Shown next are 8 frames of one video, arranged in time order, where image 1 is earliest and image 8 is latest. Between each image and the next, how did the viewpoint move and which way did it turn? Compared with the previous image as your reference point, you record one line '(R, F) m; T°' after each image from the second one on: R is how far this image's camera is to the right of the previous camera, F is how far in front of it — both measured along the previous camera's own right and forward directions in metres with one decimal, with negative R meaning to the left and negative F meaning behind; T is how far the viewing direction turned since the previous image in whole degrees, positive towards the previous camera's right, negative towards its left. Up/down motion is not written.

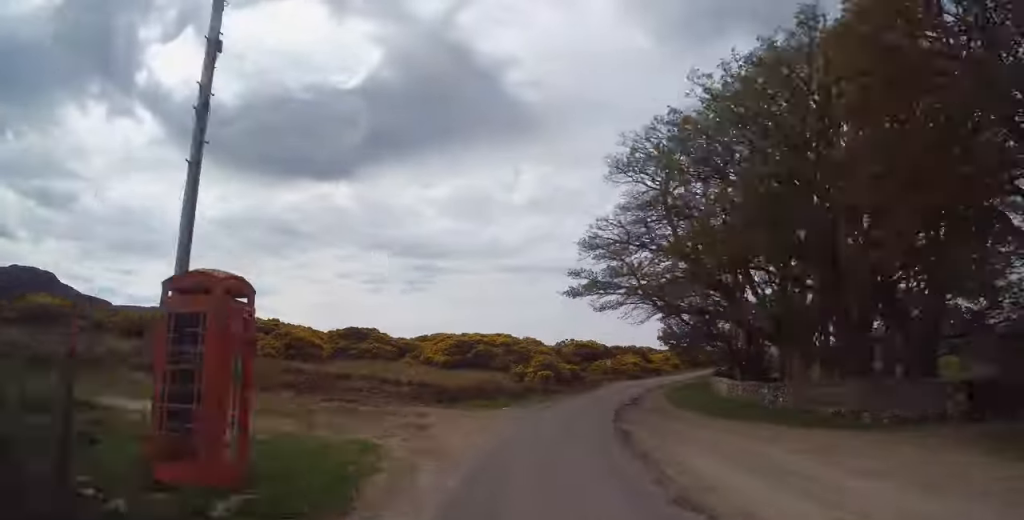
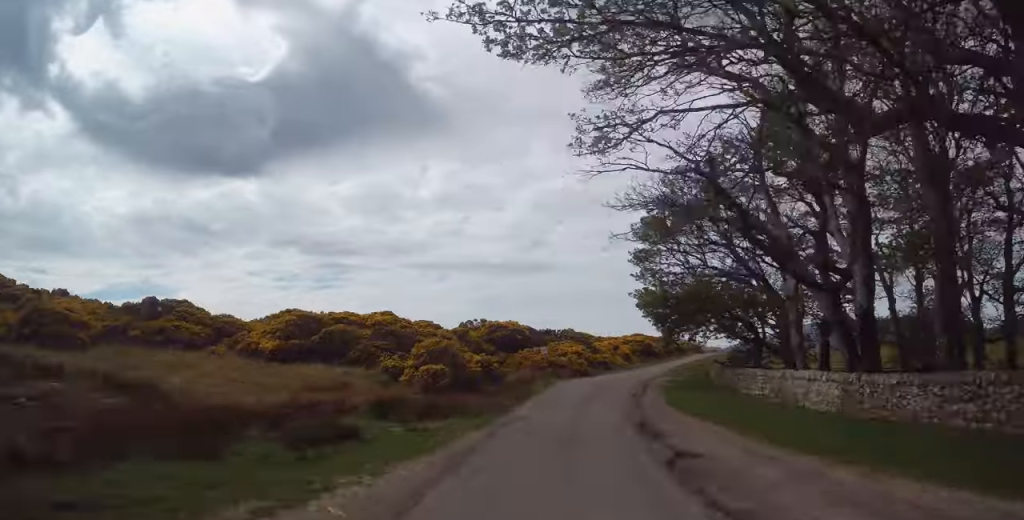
(+0.2, +24.6) m; +7°
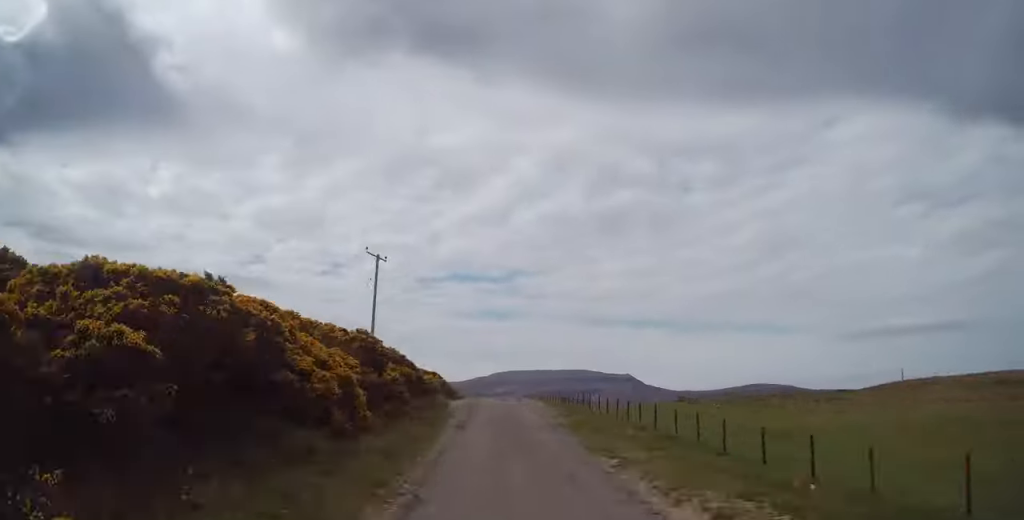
(+9.5, +59.9) m; +12°
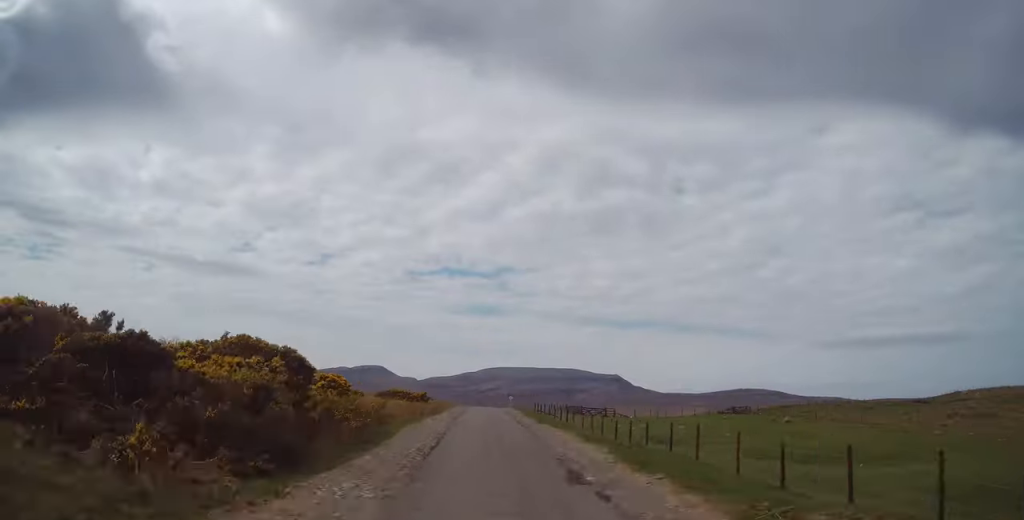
(+0.7, +33.5) m; +1°
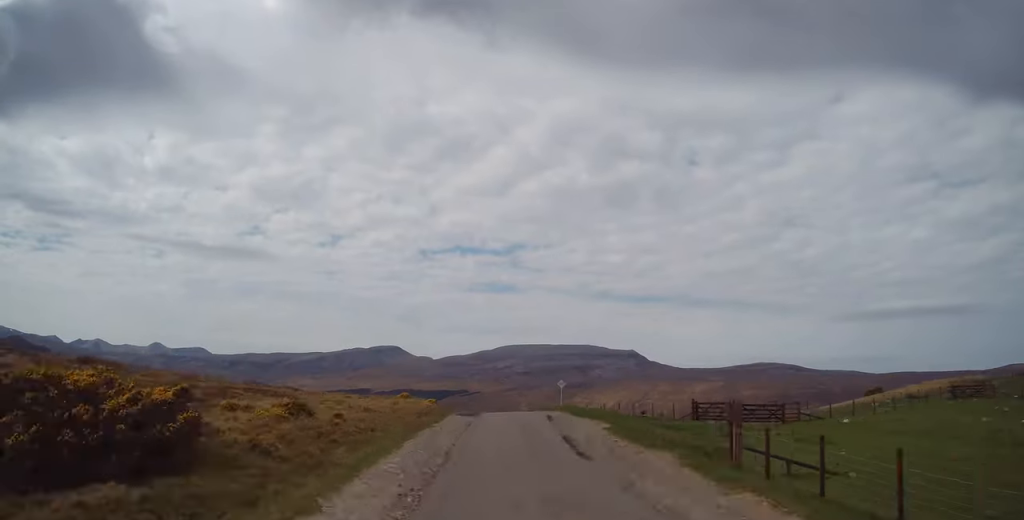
(-0.1, +43.7) m; -3°
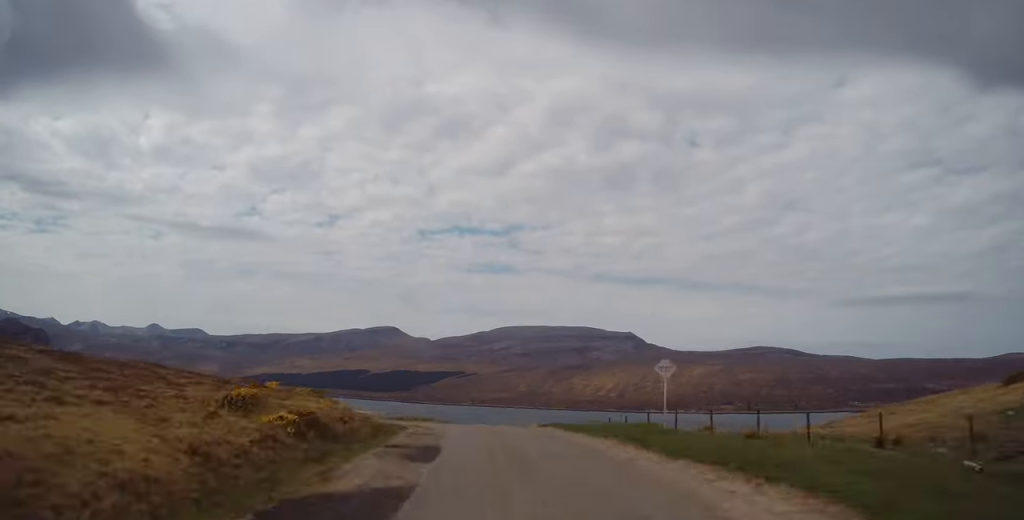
(-0.7, +26.9) m; -5°
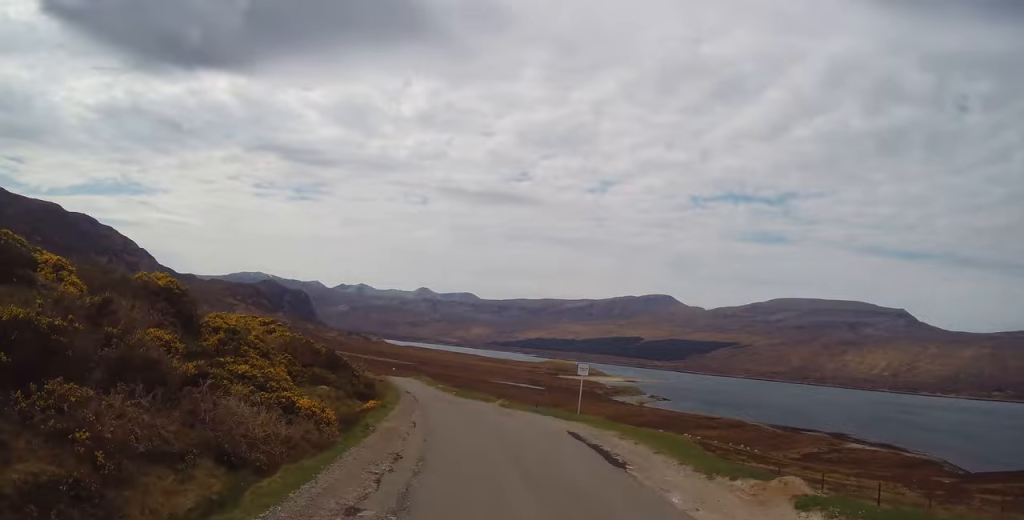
(-15.2, +78.2) m; -21°
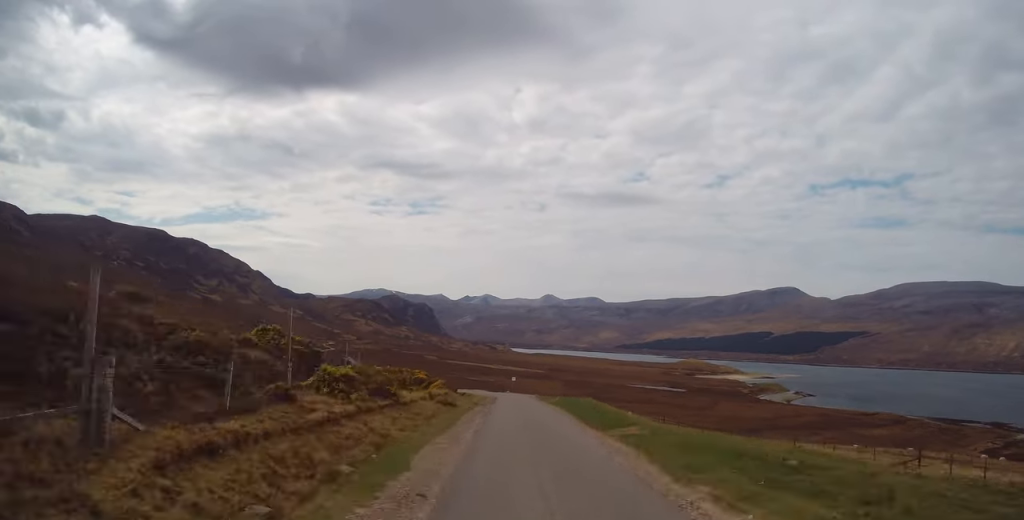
(-4.9, +65.4) m; -6°
